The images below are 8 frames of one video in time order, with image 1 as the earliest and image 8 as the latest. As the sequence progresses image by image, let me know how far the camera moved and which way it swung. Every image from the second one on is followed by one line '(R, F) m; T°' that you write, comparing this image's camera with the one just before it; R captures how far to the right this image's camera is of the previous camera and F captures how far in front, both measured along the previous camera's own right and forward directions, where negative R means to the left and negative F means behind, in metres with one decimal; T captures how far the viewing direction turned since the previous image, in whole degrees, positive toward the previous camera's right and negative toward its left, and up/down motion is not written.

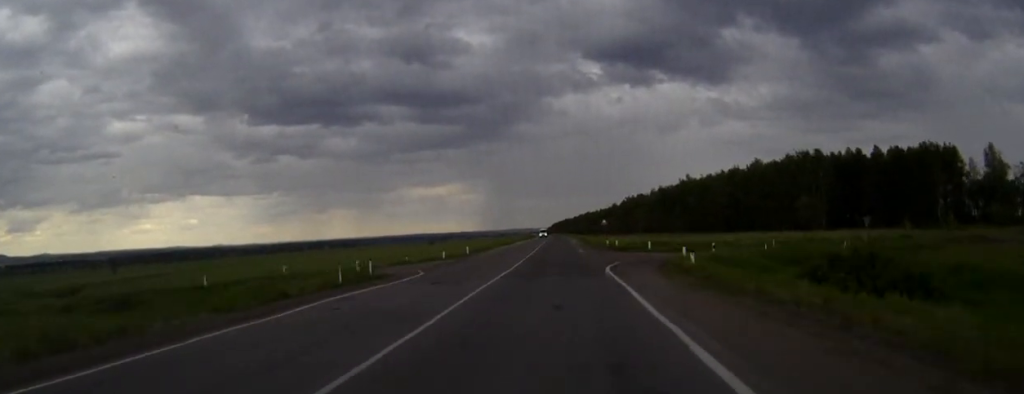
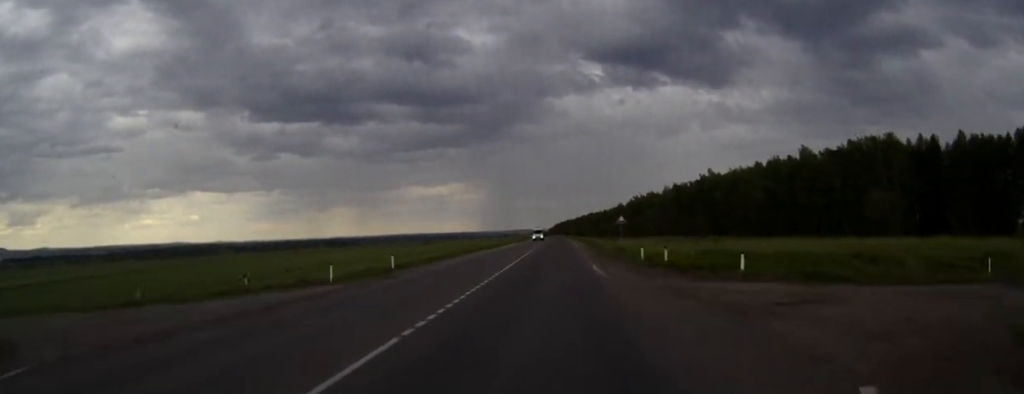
(0.0, +28.4) m; 0°
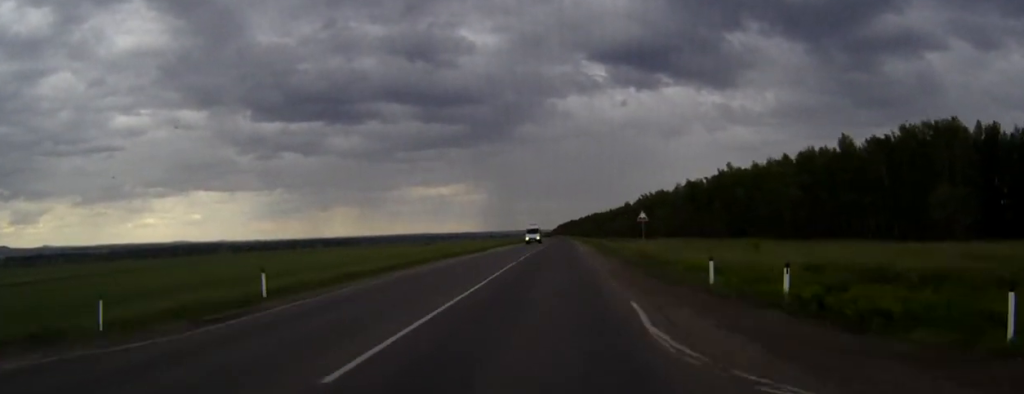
(0.0, +16.4) m; 0°
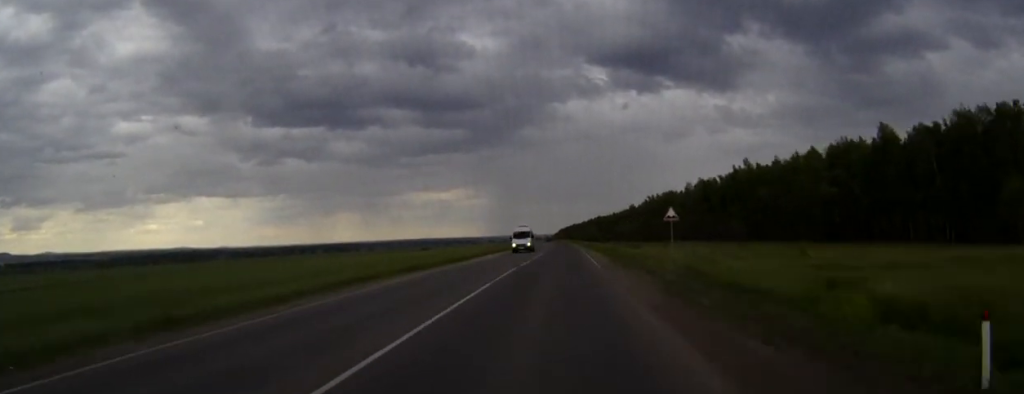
(0.0, +13.4) m; 0°
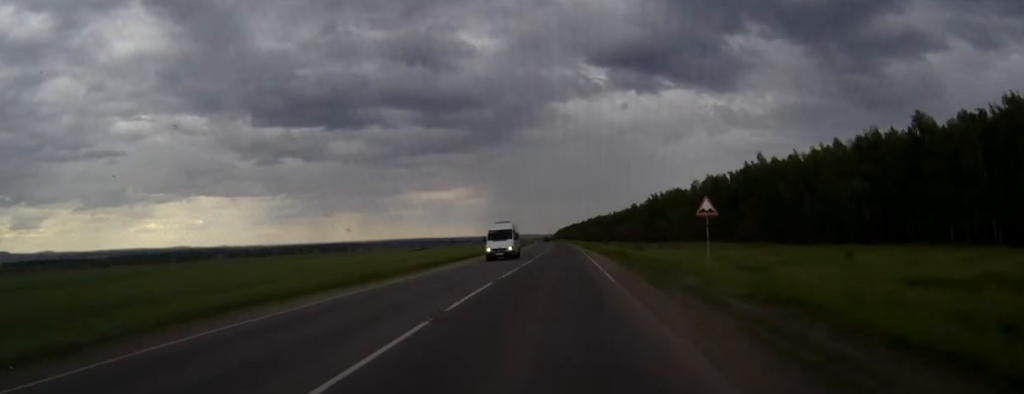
(0.0, +10.4) m; 0°
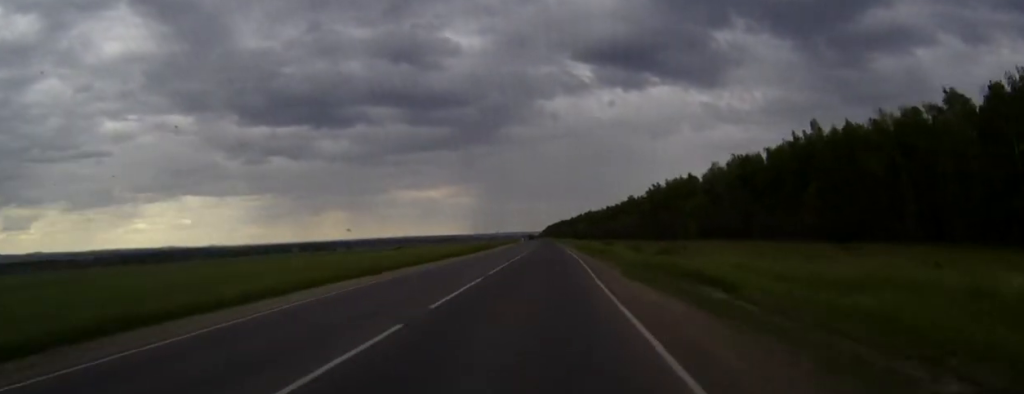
(+0.2, +35.9) m; 0°
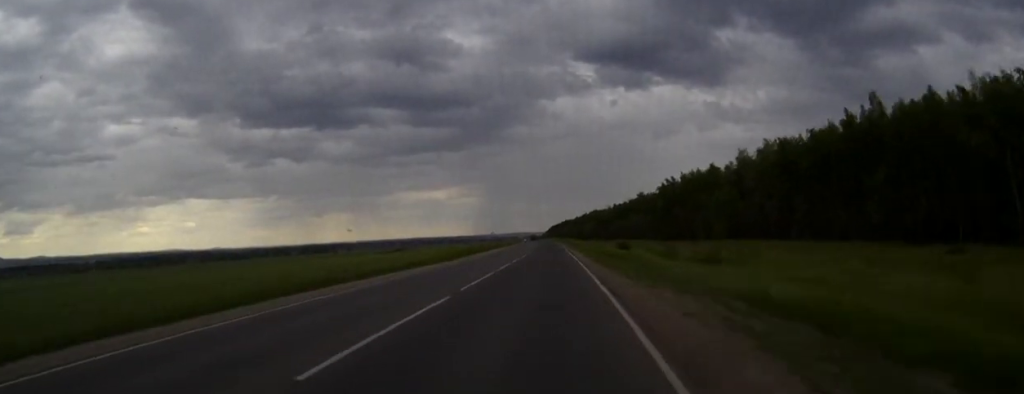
(0.0, +19.7) m; 0°
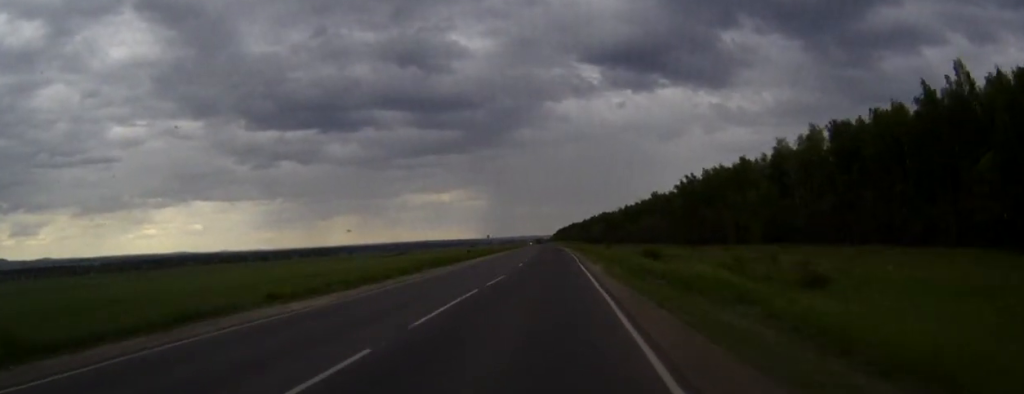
(0.0, +19.0) m; 0°
